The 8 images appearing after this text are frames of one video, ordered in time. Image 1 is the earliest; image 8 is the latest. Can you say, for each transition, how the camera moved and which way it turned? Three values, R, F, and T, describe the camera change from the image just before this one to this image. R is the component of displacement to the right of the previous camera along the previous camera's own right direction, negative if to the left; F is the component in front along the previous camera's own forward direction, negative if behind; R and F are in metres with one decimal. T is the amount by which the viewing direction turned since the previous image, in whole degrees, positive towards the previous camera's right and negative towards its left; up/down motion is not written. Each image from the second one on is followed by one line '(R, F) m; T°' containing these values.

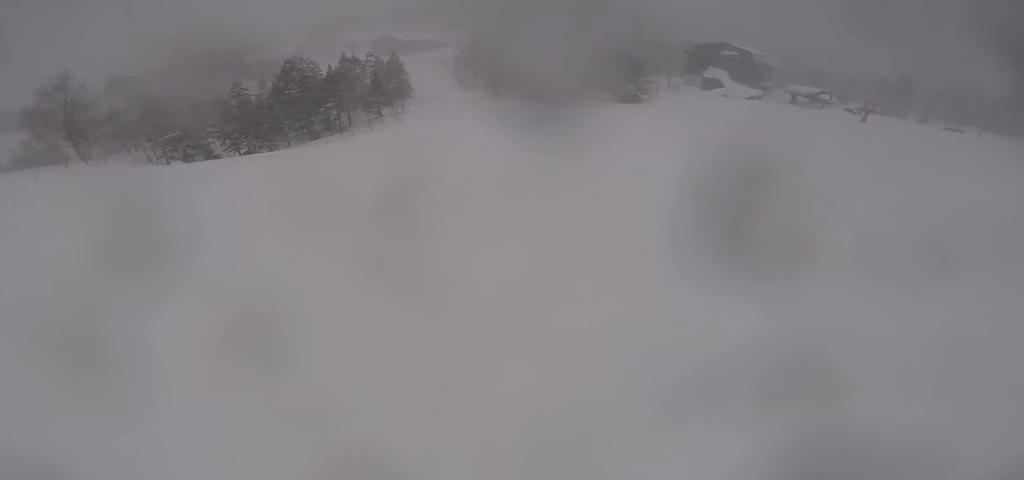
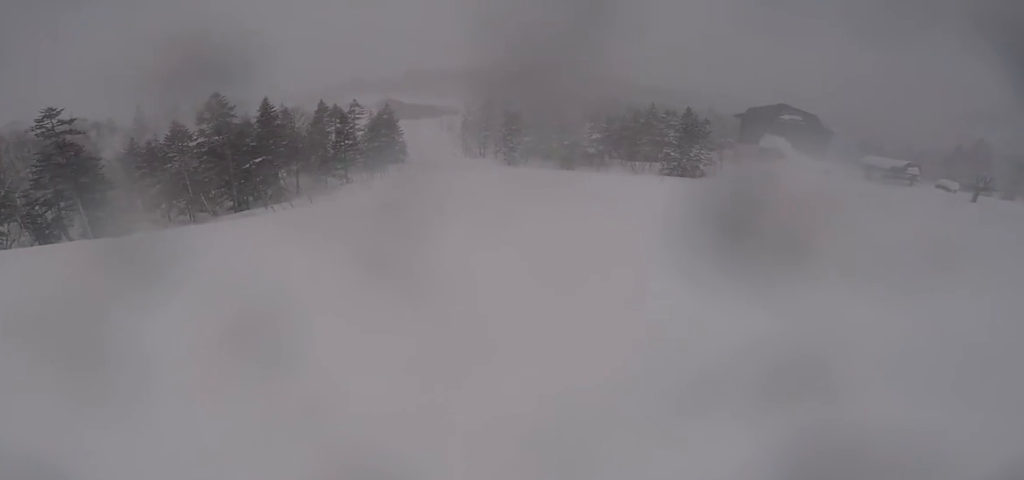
(+1.6, +21.7) m; +2°
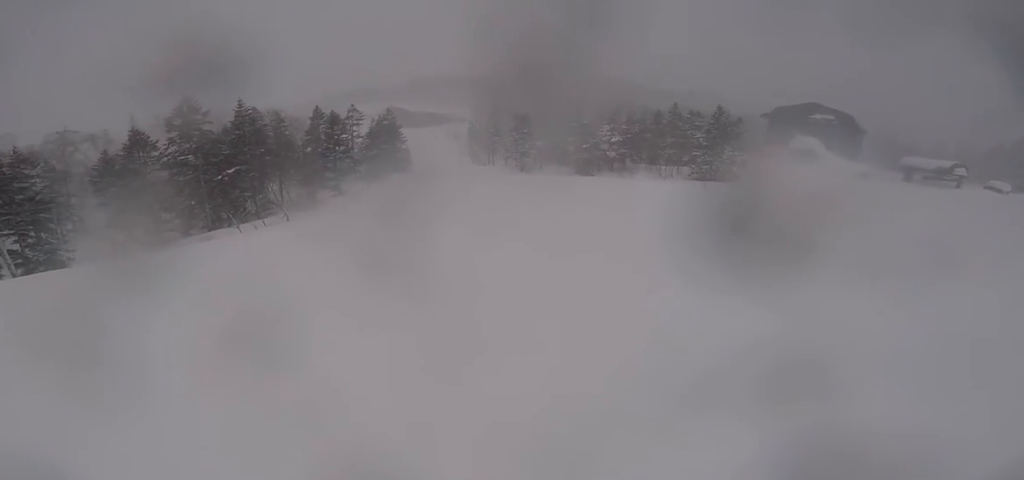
(+0.9, +5.7) m; -3°
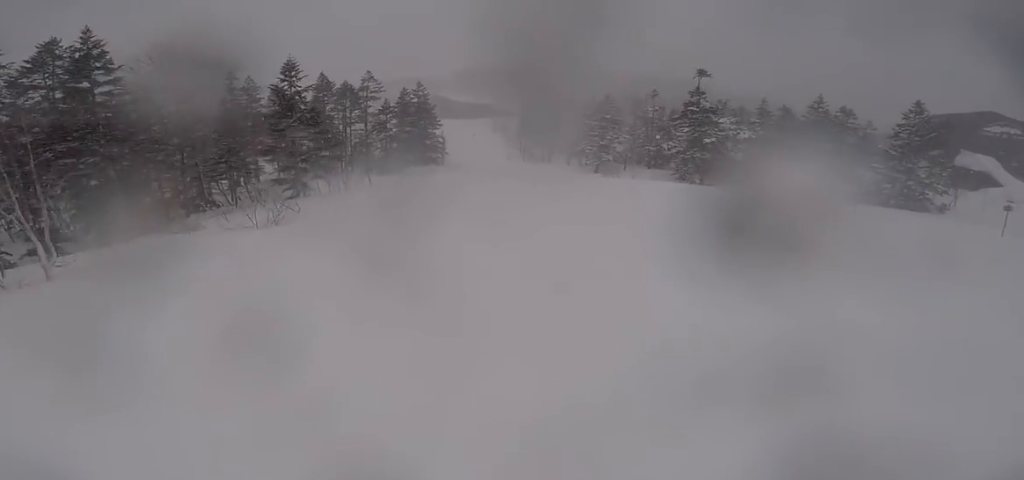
(-2.8, +17.5) m; -5°
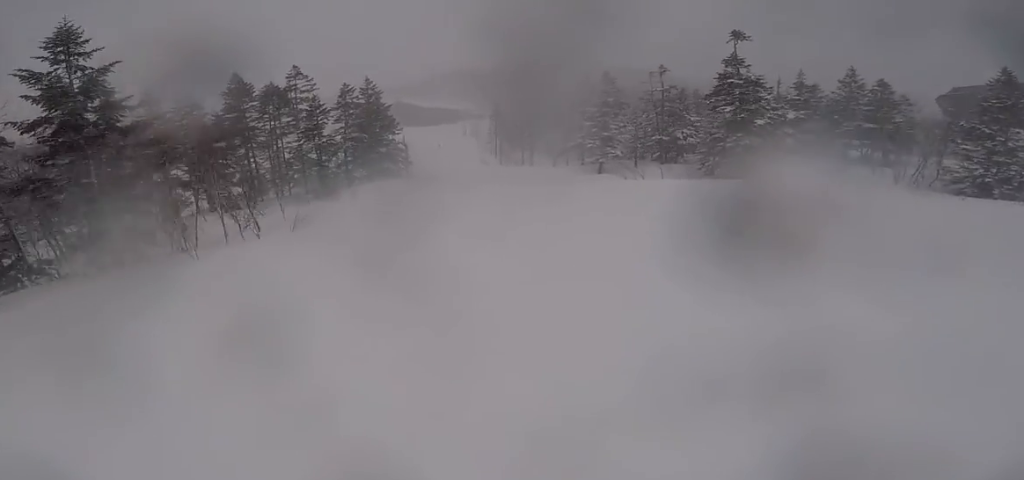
(+0.7, +10.9) m; +3°
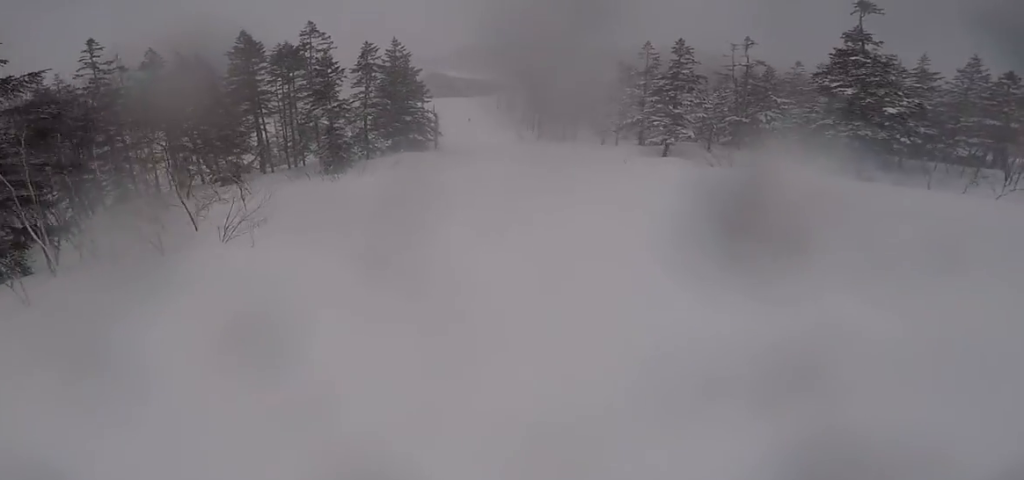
(-0.1, +4.7) m; -1°
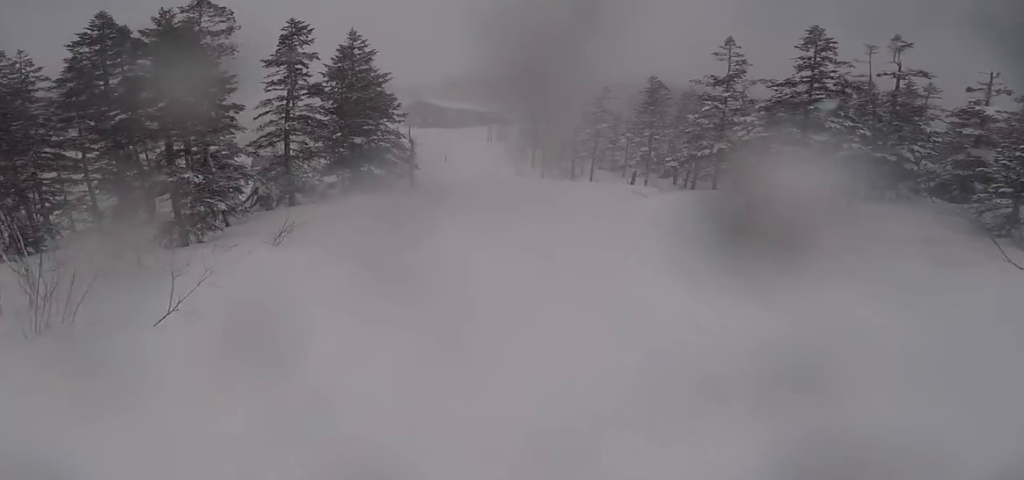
(-0.2, +13.6) m; -3°
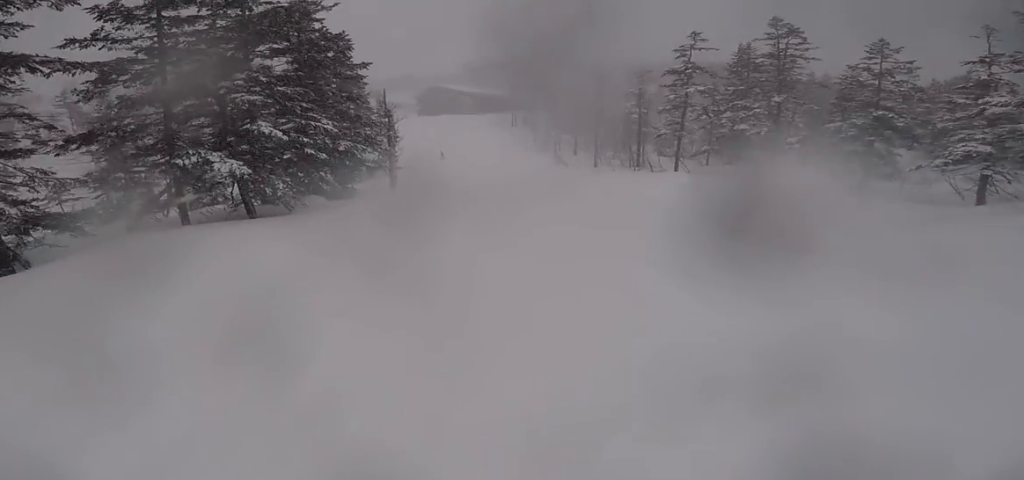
(-0.5, +14.4) m; +5°
